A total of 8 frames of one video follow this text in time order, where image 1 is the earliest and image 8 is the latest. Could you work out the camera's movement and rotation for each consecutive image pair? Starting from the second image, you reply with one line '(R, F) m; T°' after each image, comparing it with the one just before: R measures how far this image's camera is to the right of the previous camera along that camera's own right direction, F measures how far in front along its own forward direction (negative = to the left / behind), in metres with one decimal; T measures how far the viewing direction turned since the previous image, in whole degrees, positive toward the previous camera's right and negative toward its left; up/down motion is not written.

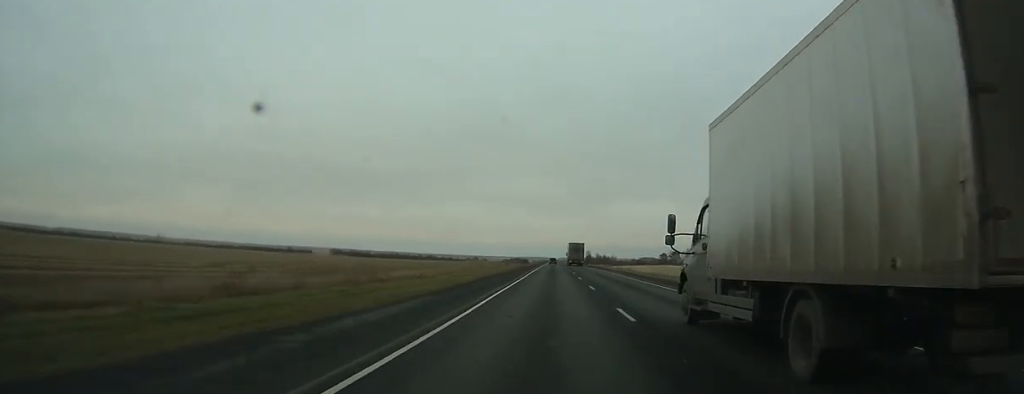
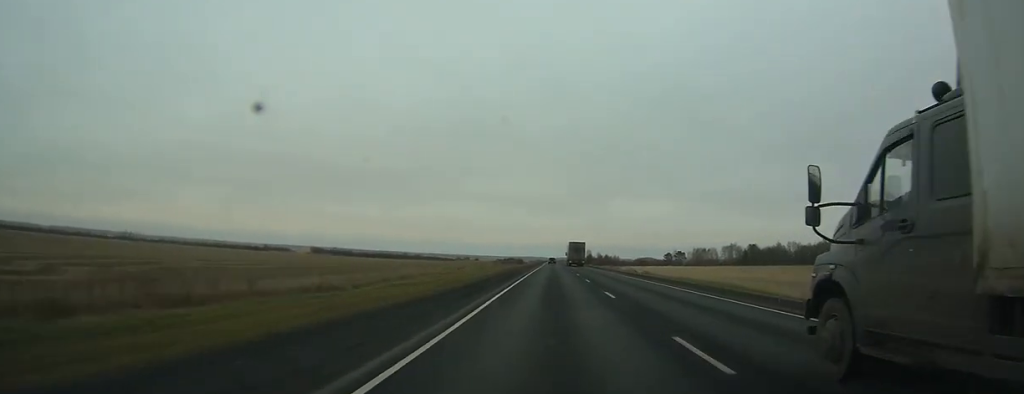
(+0.1, +28.9) m; +1°
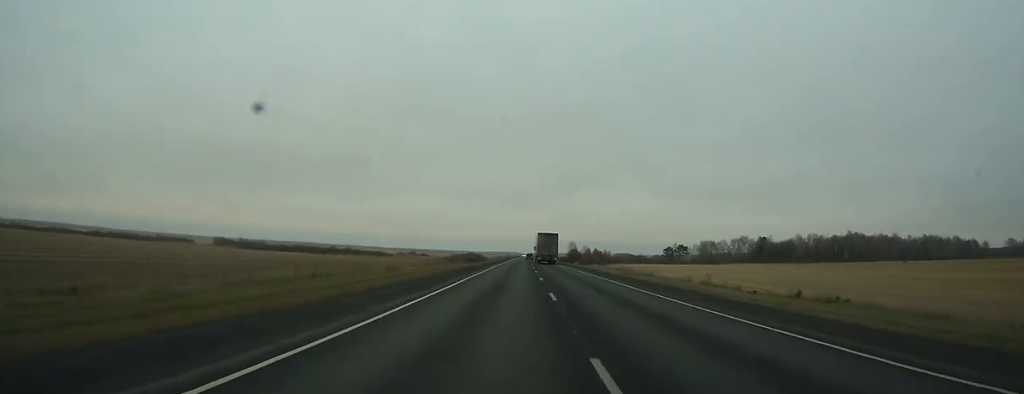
(+1.4, +83.7) m; +2°
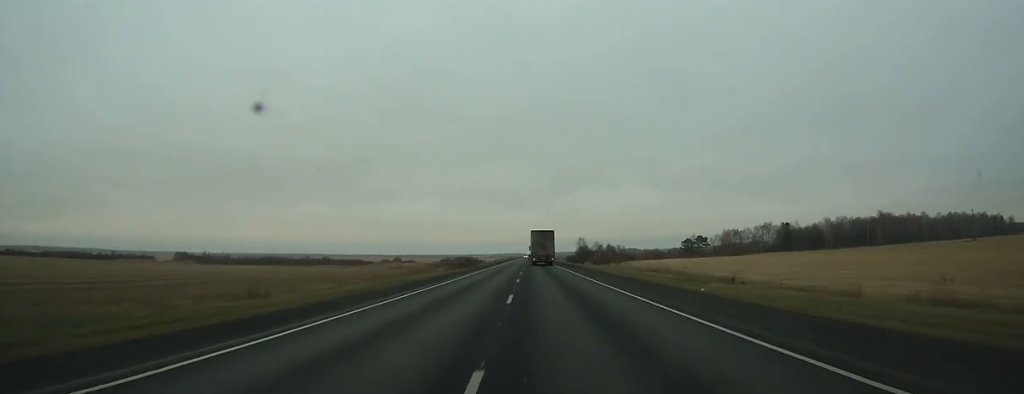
(+0.2, +36.0) m; +1°
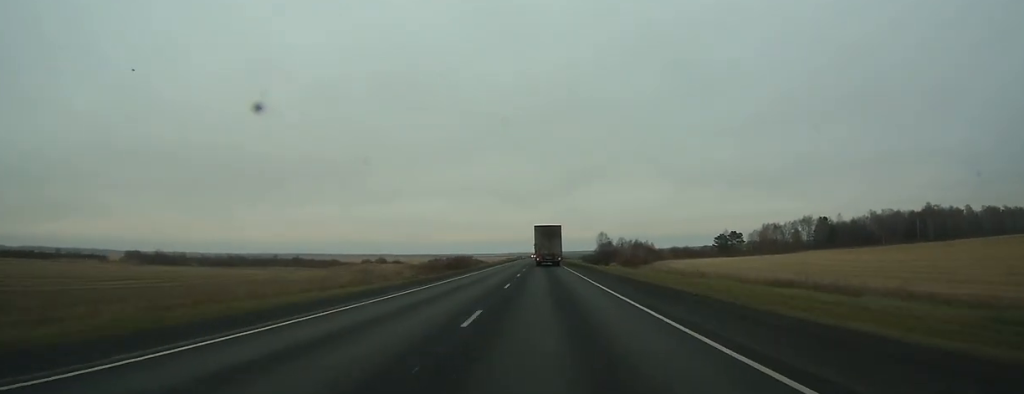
(+0.3, +41.2) m; 0°
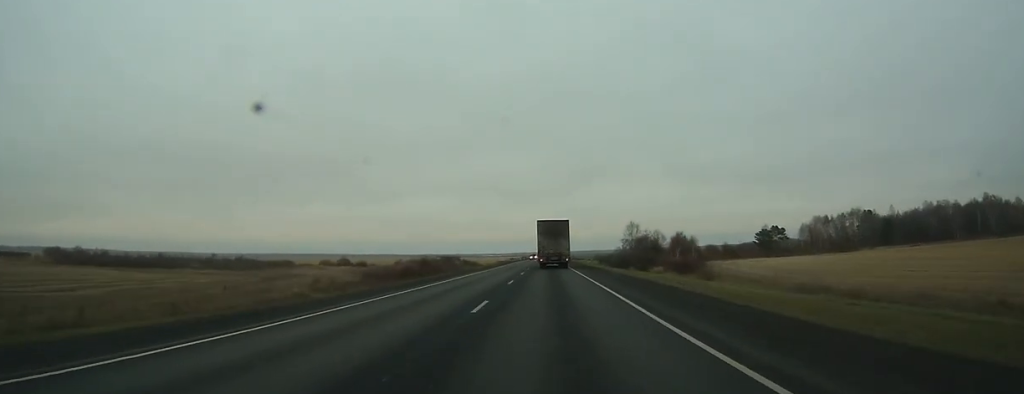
(-0.2, +46.9) m; -1°
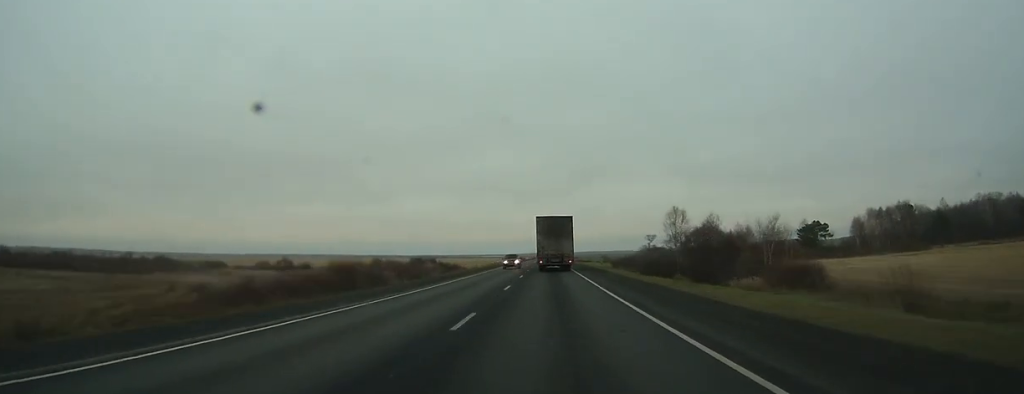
(-0.4, +40.2) m; -1°
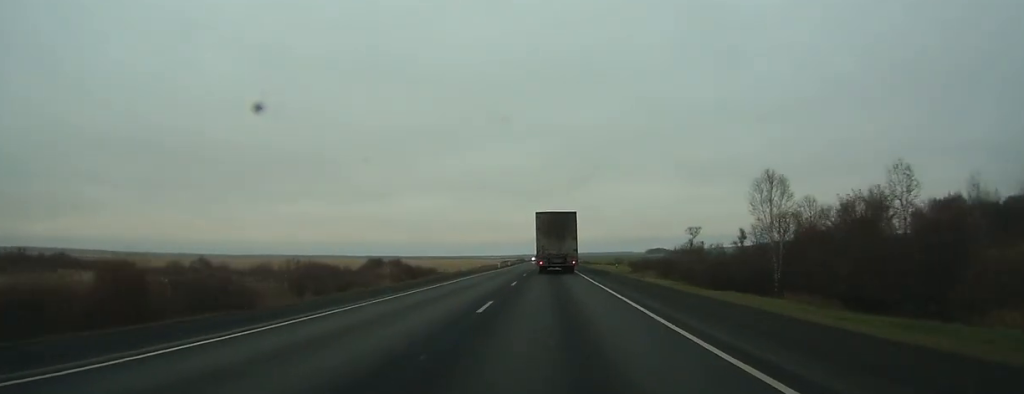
(-0.1, +34.0) m; 0°
